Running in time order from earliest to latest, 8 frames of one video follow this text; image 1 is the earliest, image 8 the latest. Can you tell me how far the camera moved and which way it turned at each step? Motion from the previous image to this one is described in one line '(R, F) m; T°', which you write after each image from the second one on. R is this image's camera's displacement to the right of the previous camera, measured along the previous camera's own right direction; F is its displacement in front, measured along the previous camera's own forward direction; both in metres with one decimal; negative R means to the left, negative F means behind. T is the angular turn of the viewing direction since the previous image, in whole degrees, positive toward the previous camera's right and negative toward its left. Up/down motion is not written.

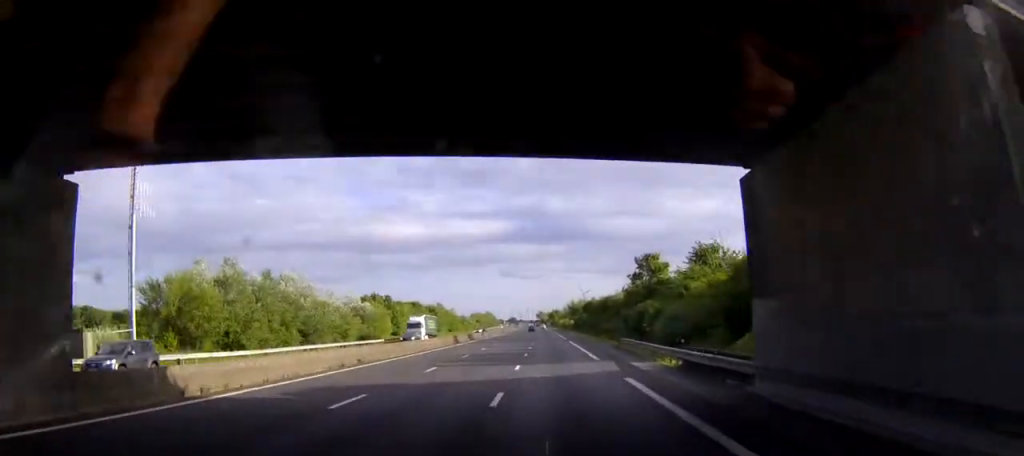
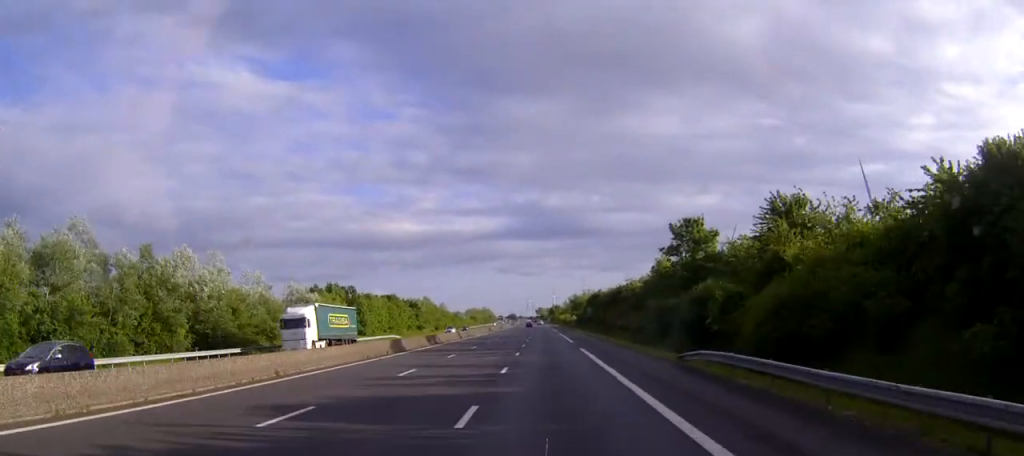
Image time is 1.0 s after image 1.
(-0.3, +29.4) m; 0°
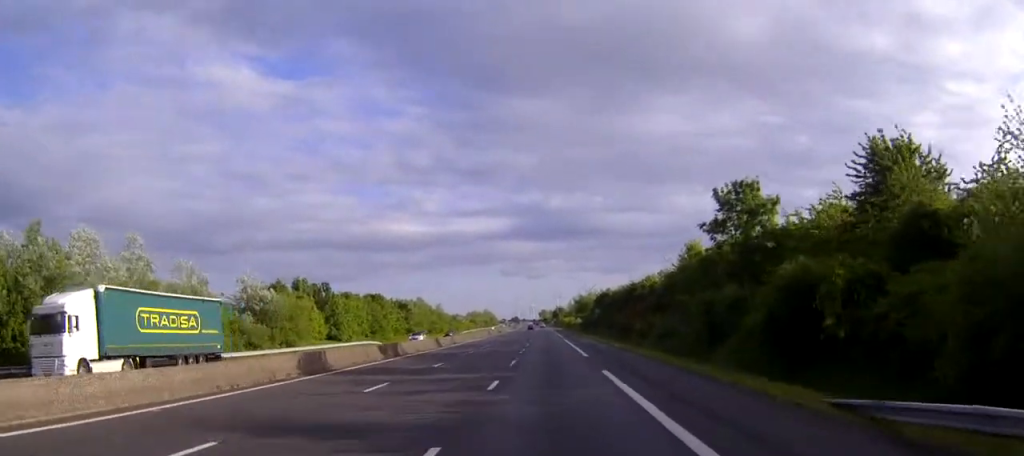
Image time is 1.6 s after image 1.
(+0.1, +17.7) m; 0°
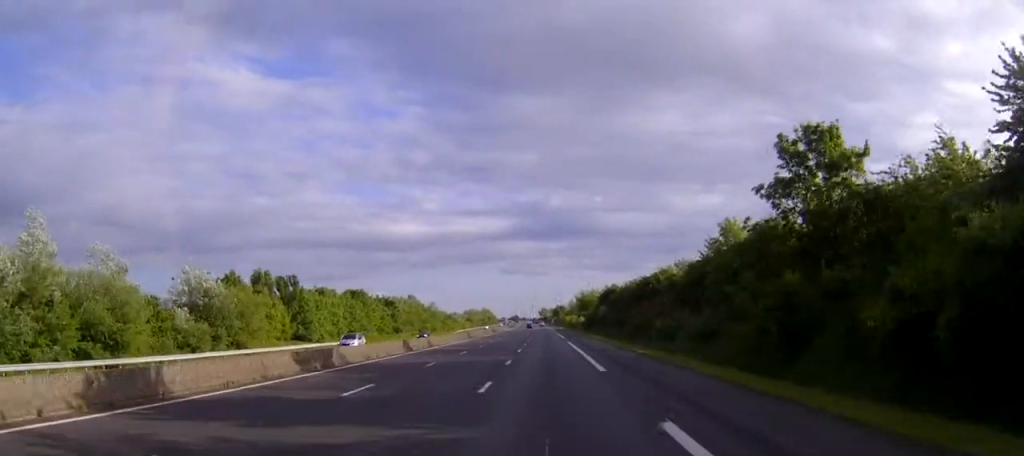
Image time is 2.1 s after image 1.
(+0.1, +14.7) m; 0°
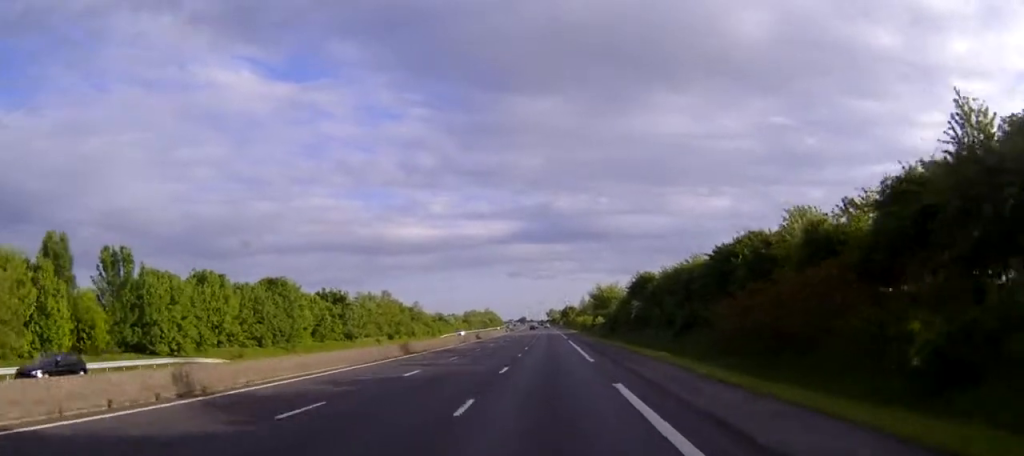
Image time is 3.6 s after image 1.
(+0.1, +43.9) m; 0°
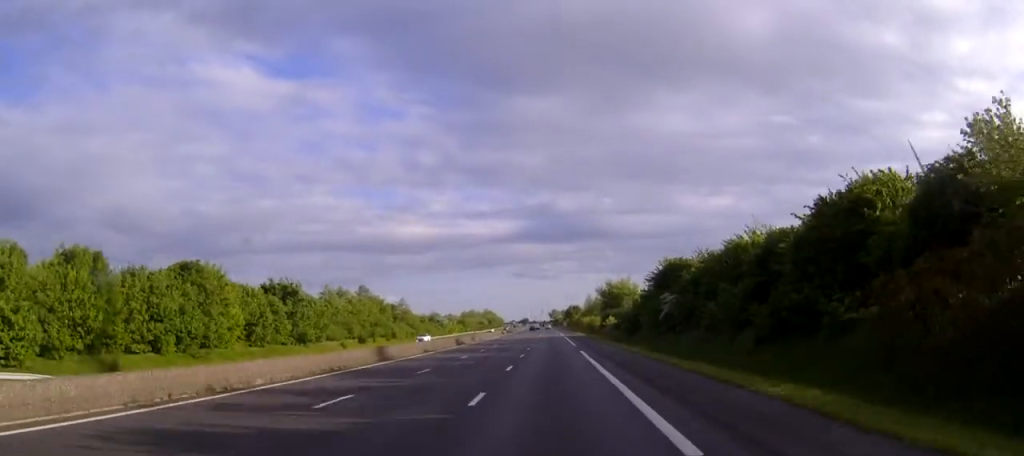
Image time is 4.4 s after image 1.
(0.0, +24.0) m; 0°
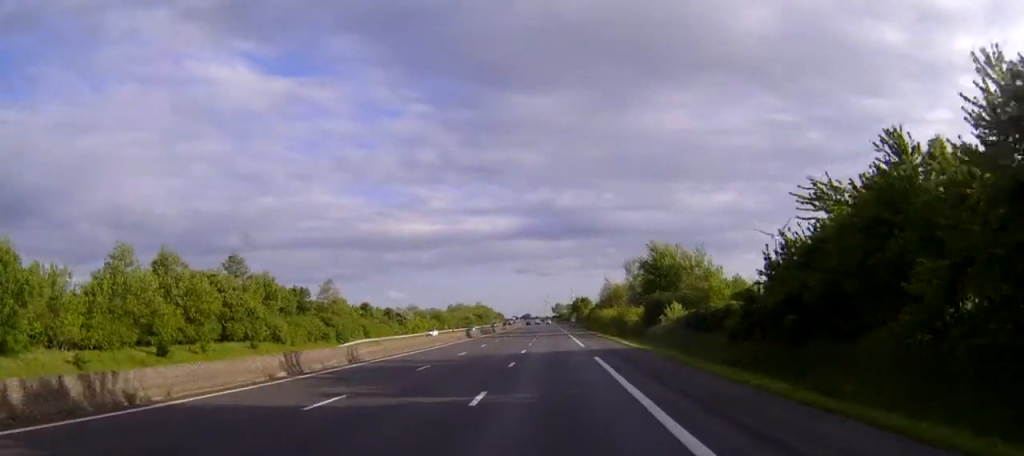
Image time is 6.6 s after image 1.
(-0.3, +66.1) m; 0°
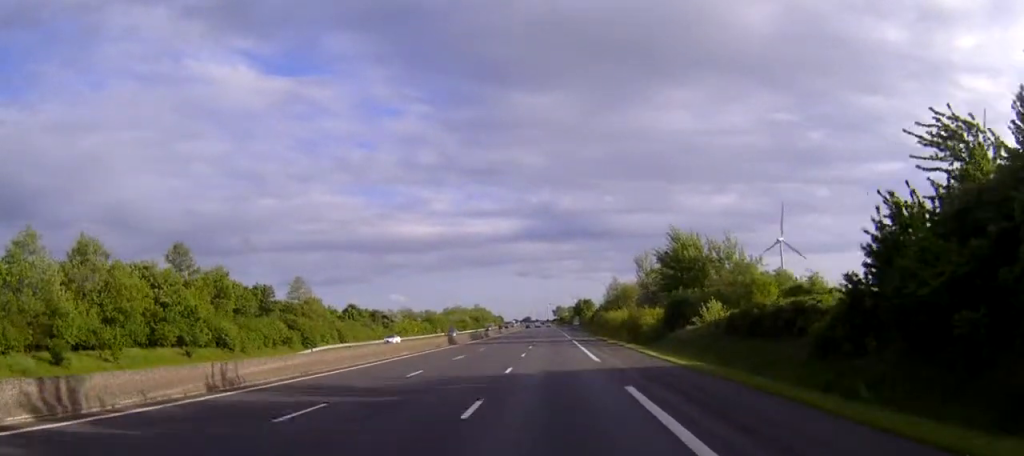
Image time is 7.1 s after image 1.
(0.0, +15.1) m; 0°
